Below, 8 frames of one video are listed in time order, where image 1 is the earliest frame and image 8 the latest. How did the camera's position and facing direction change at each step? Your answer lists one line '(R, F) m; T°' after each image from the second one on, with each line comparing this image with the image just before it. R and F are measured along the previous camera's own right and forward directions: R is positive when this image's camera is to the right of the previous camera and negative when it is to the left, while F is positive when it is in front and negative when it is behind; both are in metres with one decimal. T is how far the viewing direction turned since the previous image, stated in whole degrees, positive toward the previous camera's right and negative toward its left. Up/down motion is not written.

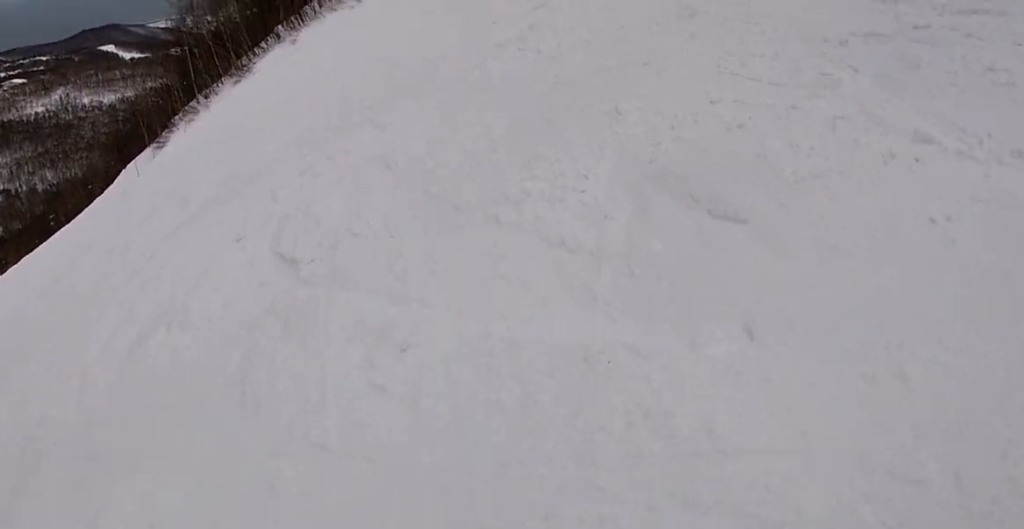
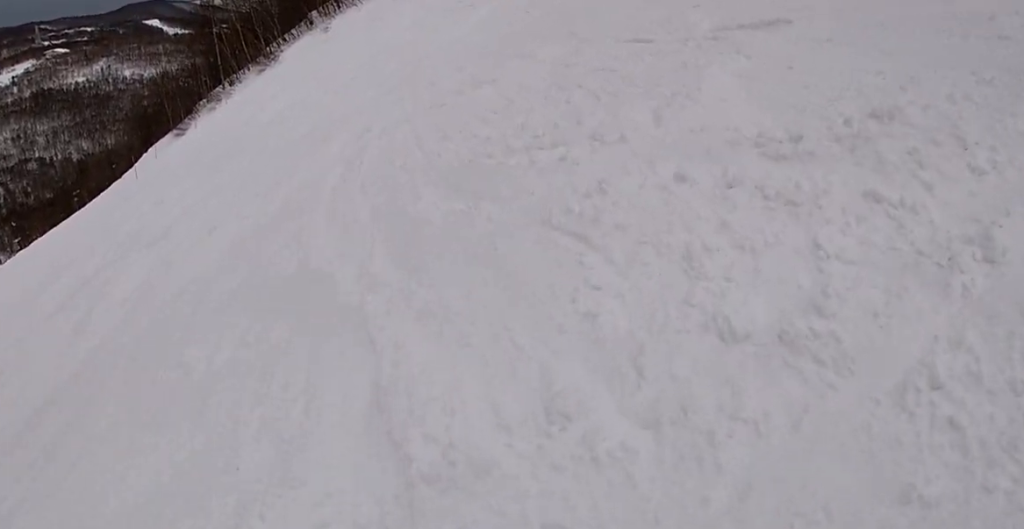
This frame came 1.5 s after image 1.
(+0.1, +6.3) m; -6°
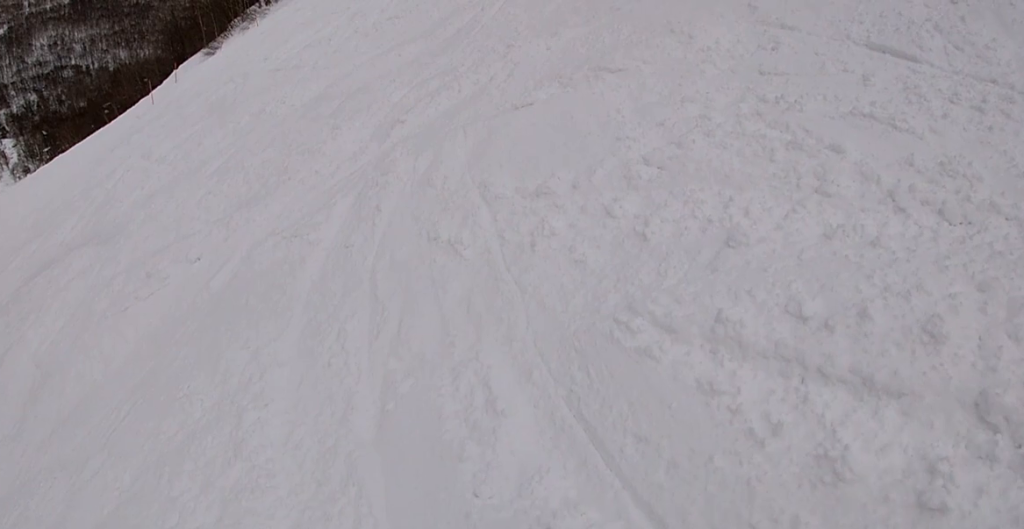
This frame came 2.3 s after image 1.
(-0.7, +2.9) m; 0°
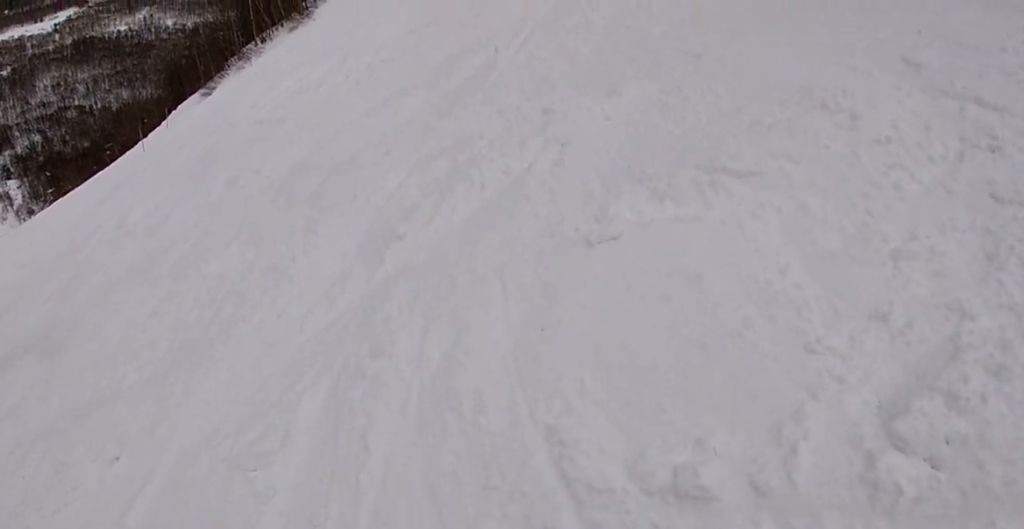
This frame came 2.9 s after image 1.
(+0.5, +1.8) m; 0°
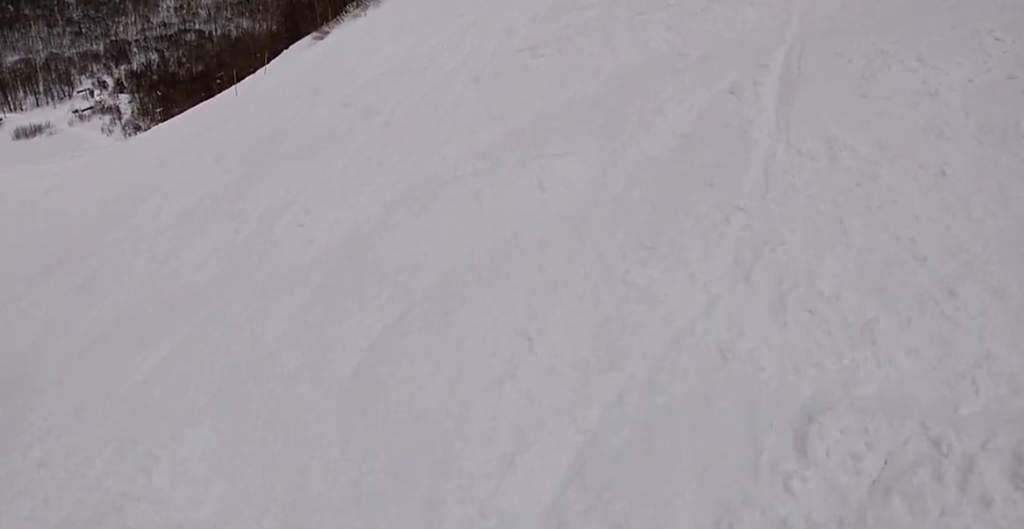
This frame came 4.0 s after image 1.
(-0.1, +3.5) m; -12°
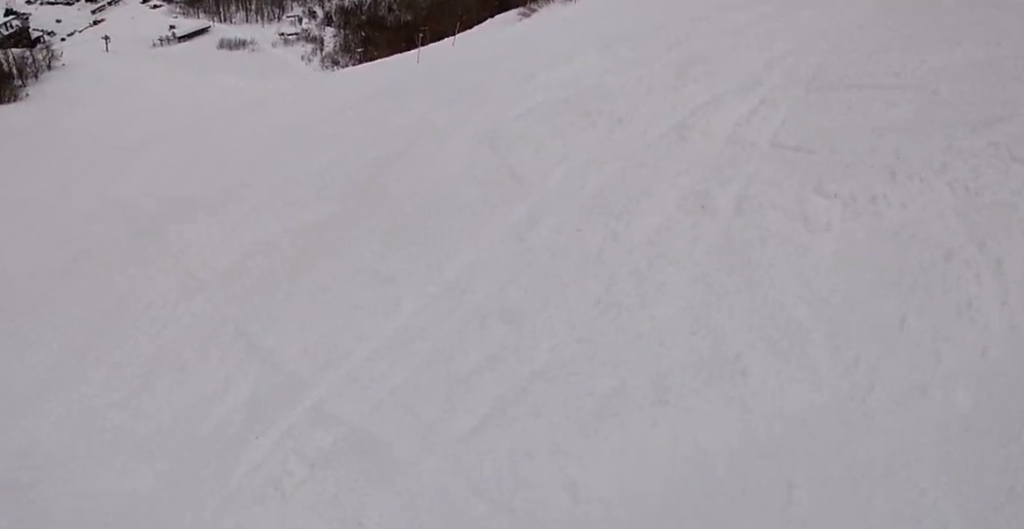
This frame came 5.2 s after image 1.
(-0.6, +4.1) m; -25°
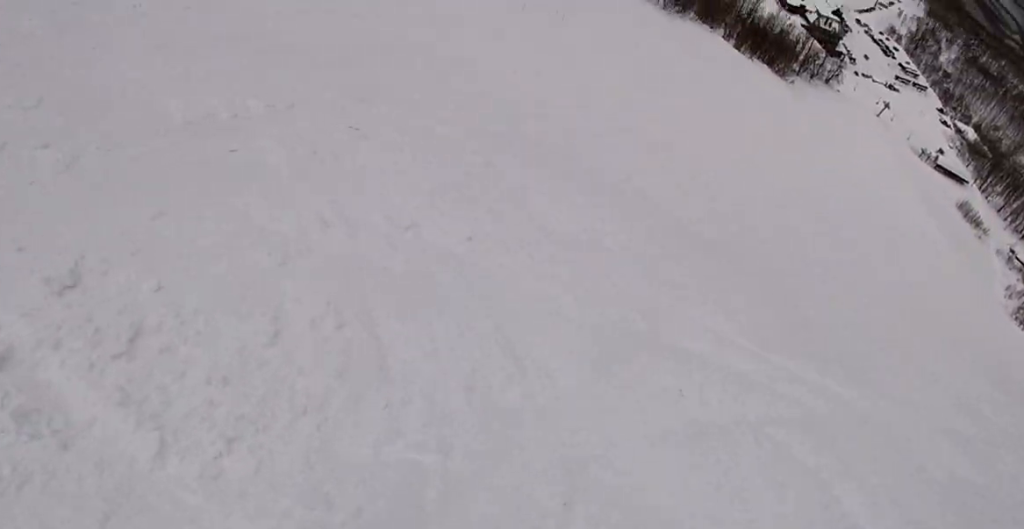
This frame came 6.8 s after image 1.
(-2.3, +4.0) m; -58°
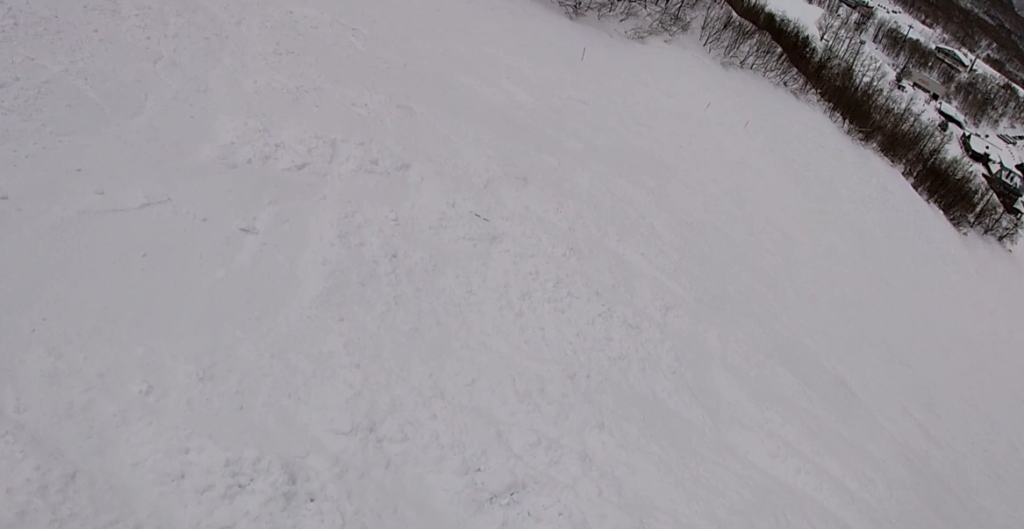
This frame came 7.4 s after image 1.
(-0.3, +1.8) m; -22°
